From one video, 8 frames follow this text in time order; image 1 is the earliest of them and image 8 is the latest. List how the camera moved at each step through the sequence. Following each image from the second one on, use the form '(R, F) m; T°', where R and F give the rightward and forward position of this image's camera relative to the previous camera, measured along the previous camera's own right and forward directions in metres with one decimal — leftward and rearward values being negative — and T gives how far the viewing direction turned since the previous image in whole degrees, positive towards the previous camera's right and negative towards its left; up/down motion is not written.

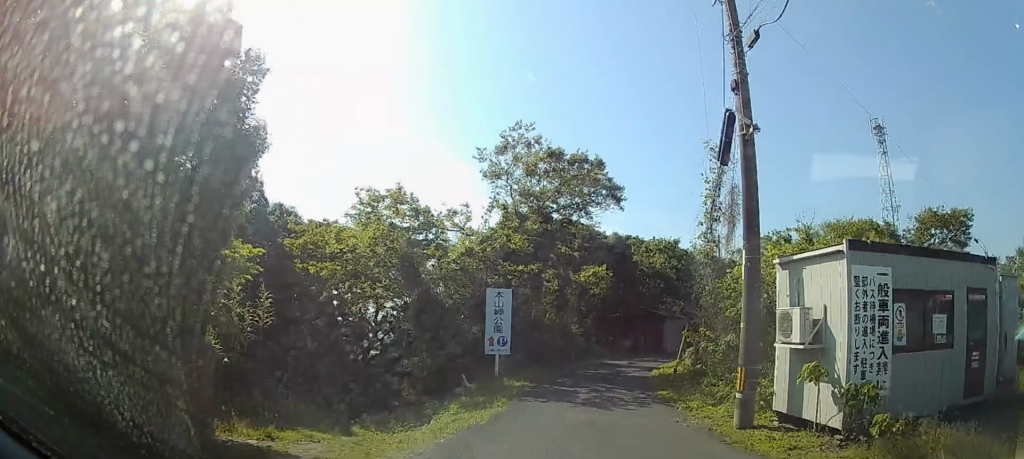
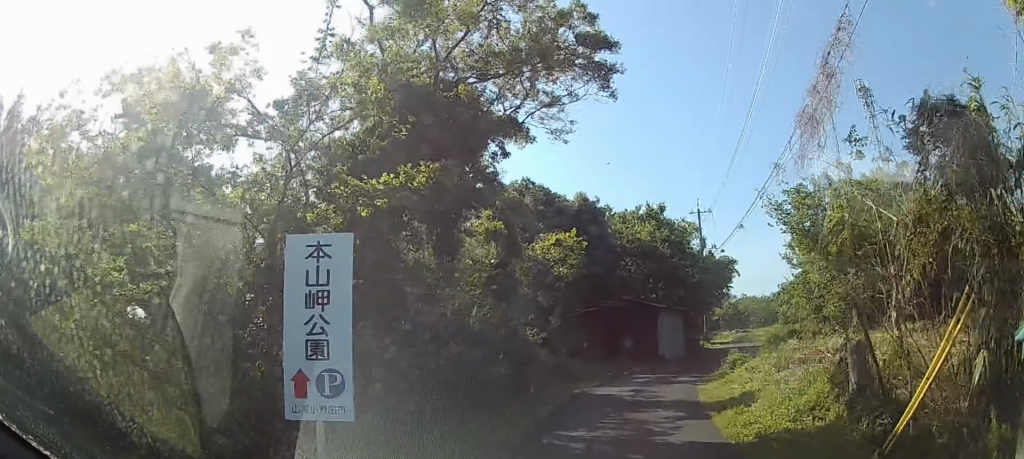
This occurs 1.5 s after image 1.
(+0.3, +10.9) m; +3°
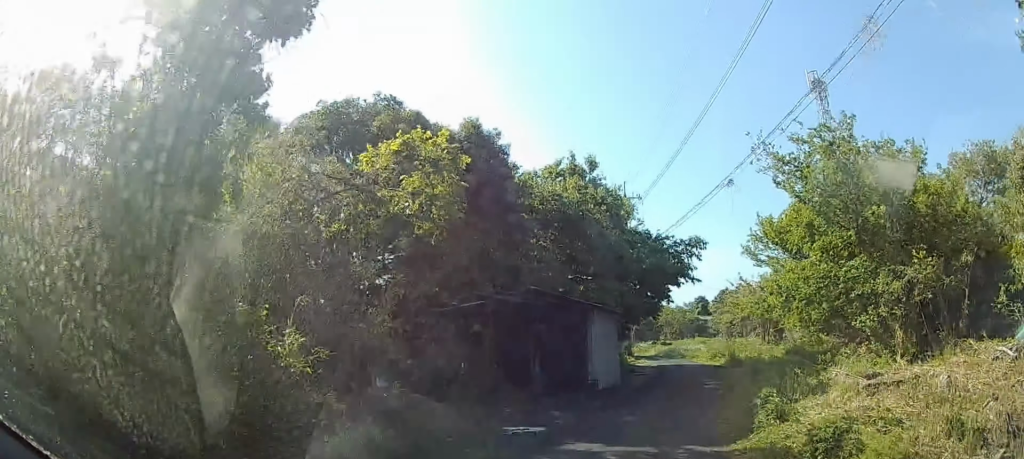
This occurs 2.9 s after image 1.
(+0.1, +9.1) m; +6°
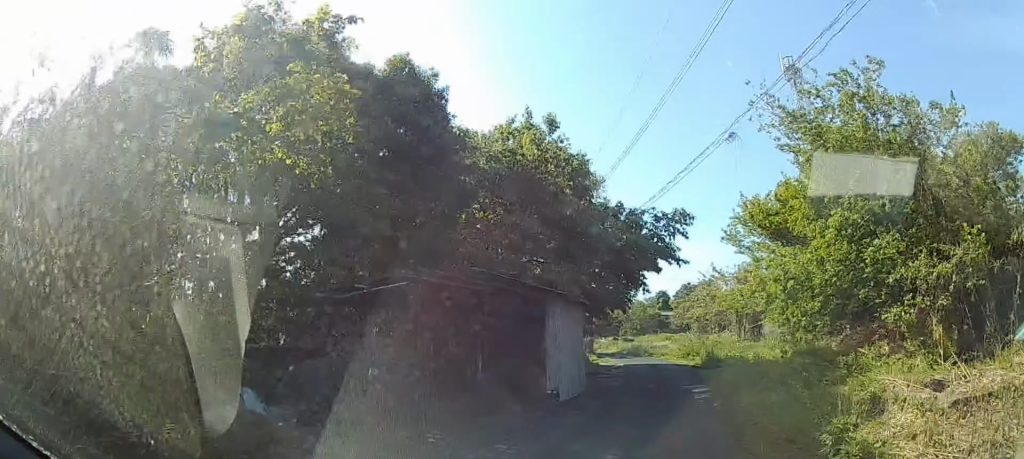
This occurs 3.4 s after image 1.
(0.0, +3.5) m; +5°
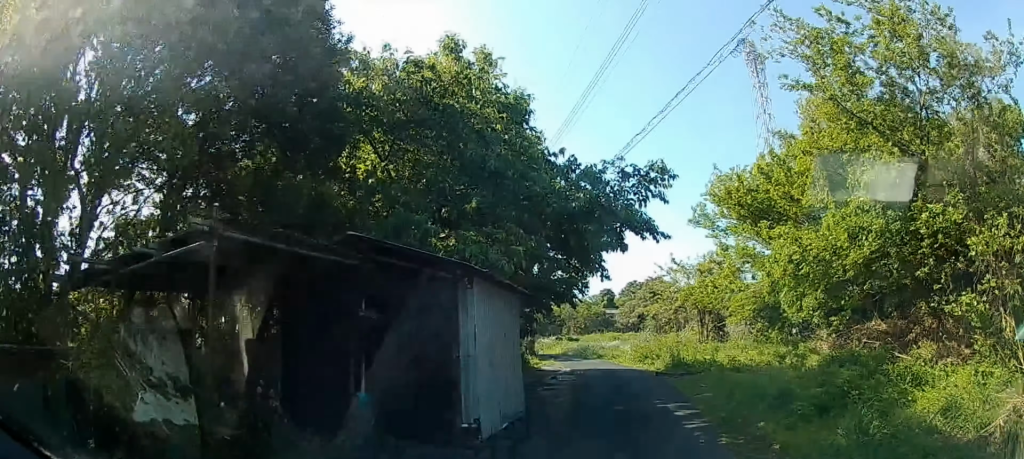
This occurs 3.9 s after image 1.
(+0.4, +3.6) m; +6°
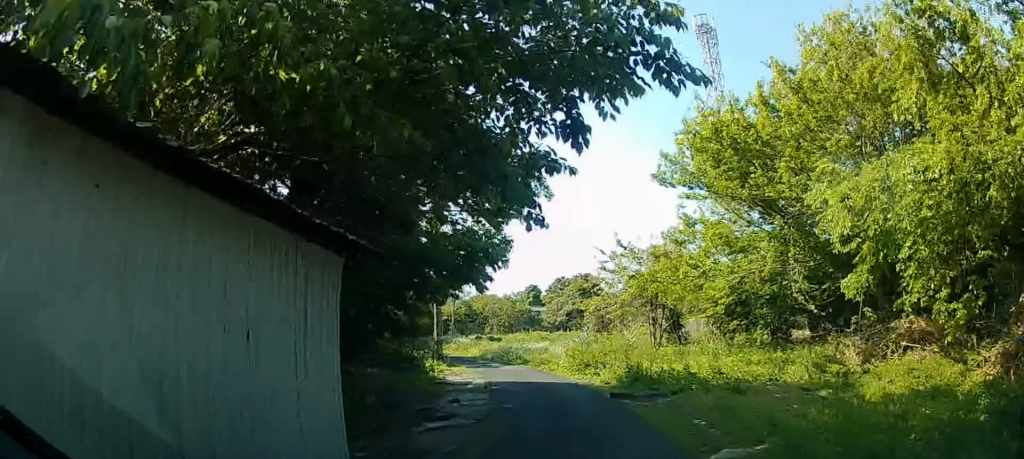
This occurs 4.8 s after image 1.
(+0.5, +6.0) m; +8°
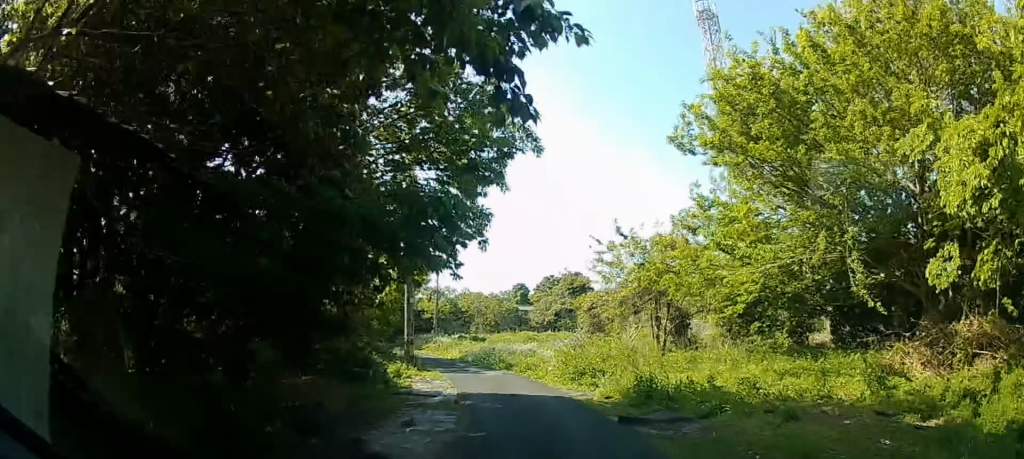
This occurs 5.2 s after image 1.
(0.0, +3.1) m; +3°
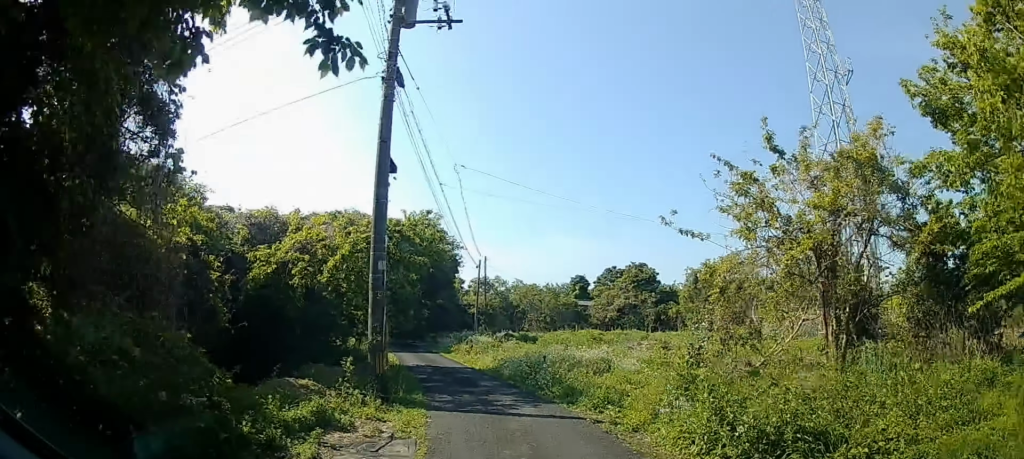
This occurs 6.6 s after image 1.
(+0.6, +10.1) m; +3°
